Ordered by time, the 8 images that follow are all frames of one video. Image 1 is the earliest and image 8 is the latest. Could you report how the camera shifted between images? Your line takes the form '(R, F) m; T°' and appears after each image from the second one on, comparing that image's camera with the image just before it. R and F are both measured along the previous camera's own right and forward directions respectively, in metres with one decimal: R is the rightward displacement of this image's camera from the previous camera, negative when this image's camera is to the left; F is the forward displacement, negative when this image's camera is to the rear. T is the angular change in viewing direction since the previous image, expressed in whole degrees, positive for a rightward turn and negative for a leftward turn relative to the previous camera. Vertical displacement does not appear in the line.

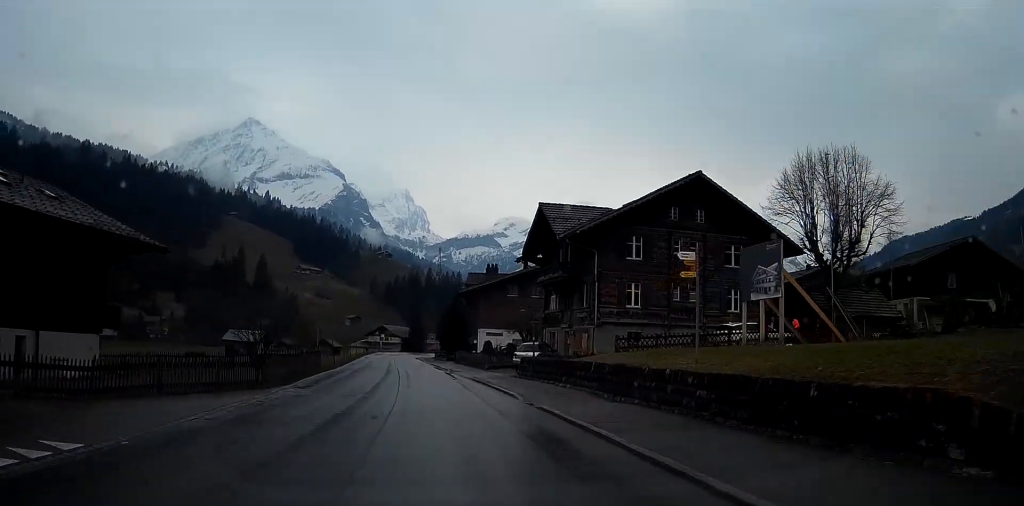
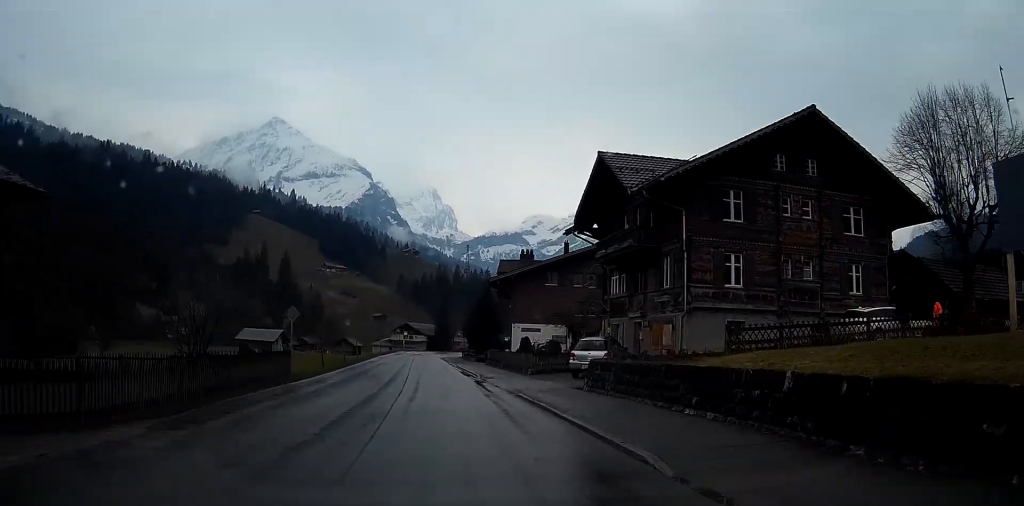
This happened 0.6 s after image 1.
(-0.4, +11.1) m; -2°
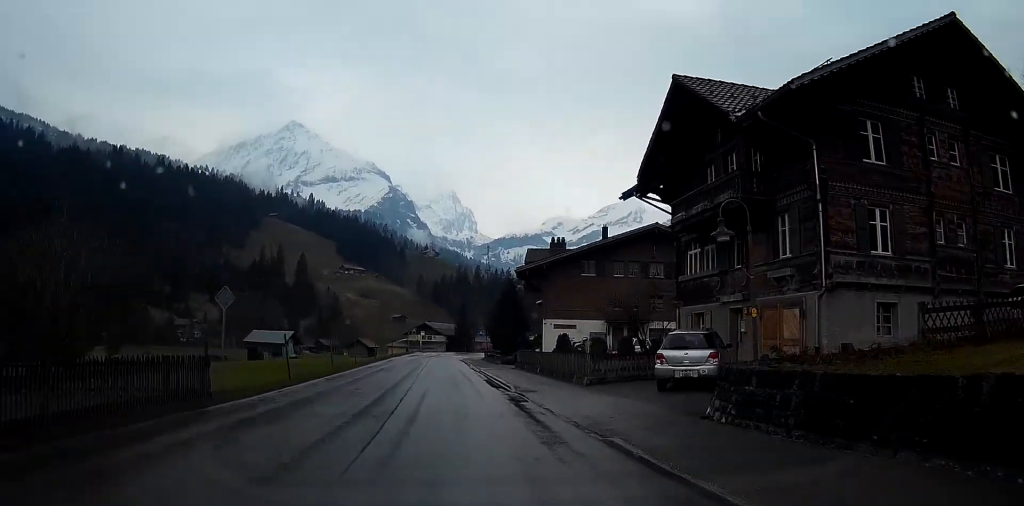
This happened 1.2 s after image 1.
(-0.2, +9.5) m; -1°
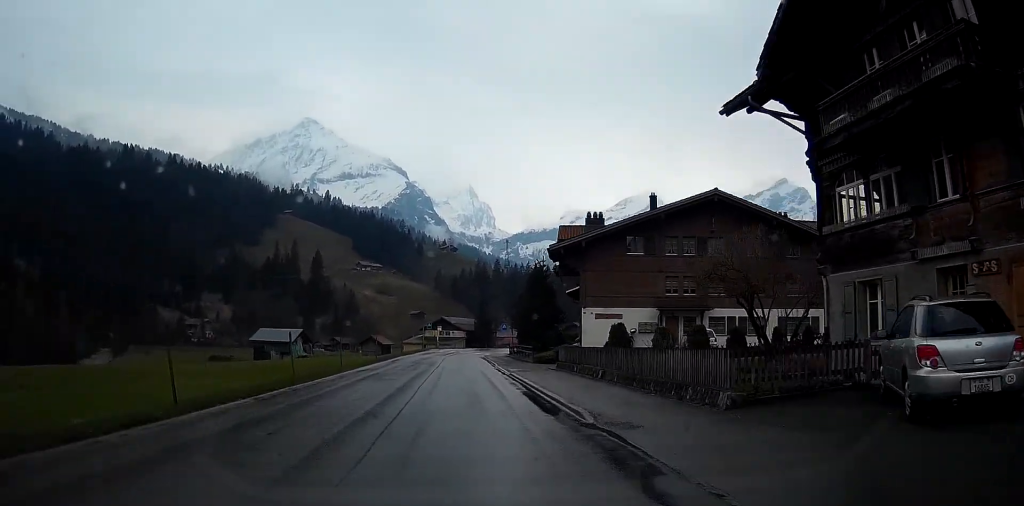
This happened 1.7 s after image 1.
(-0.2, +10.3) m; -1°
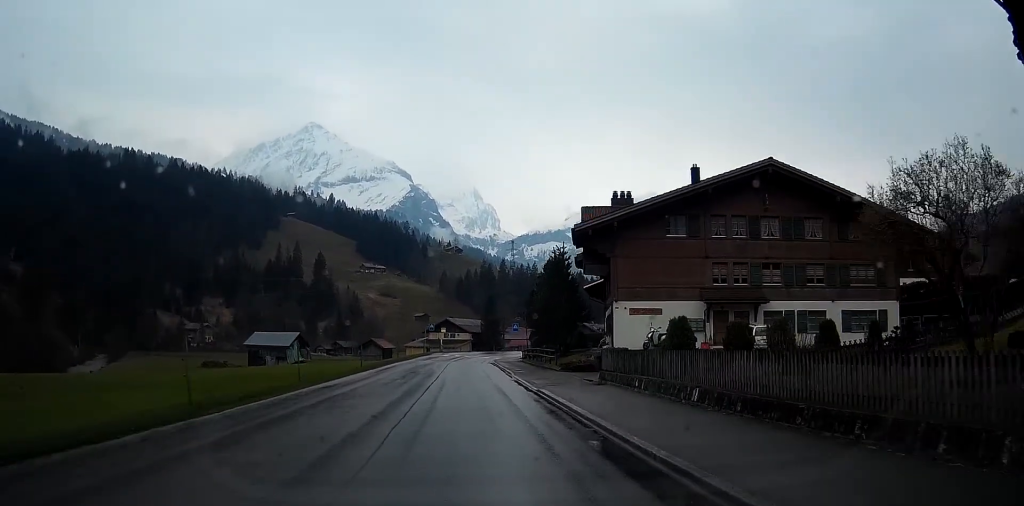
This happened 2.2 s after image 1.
(0.0, +8.6) m; -1°
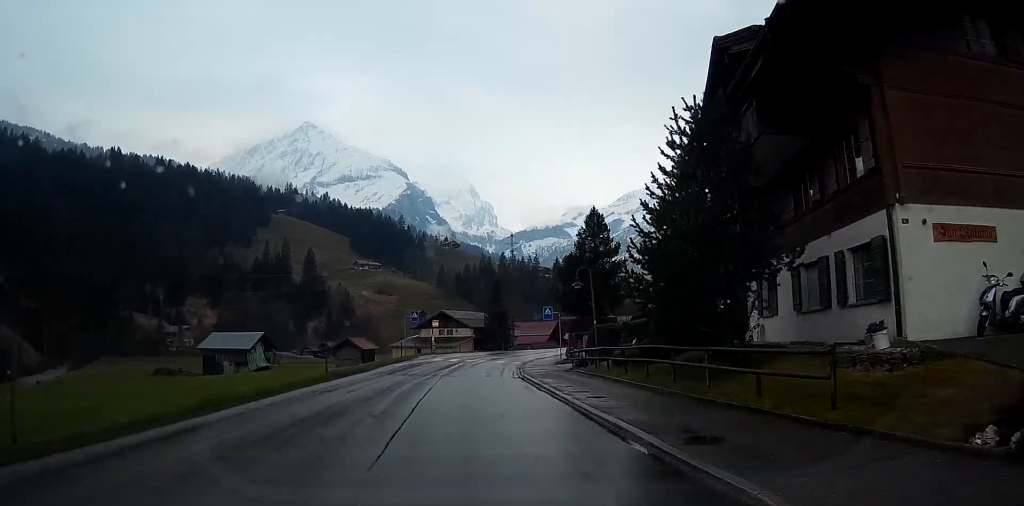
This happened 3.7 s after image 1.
(-0.3, +27.4) m; -1°
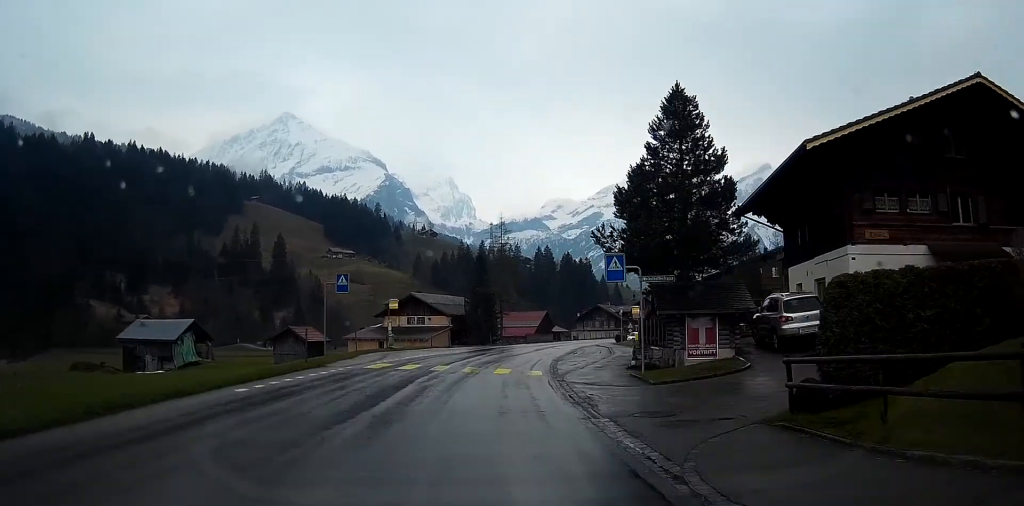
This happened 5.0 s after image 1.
(+0.4, +24.0) m; +3°
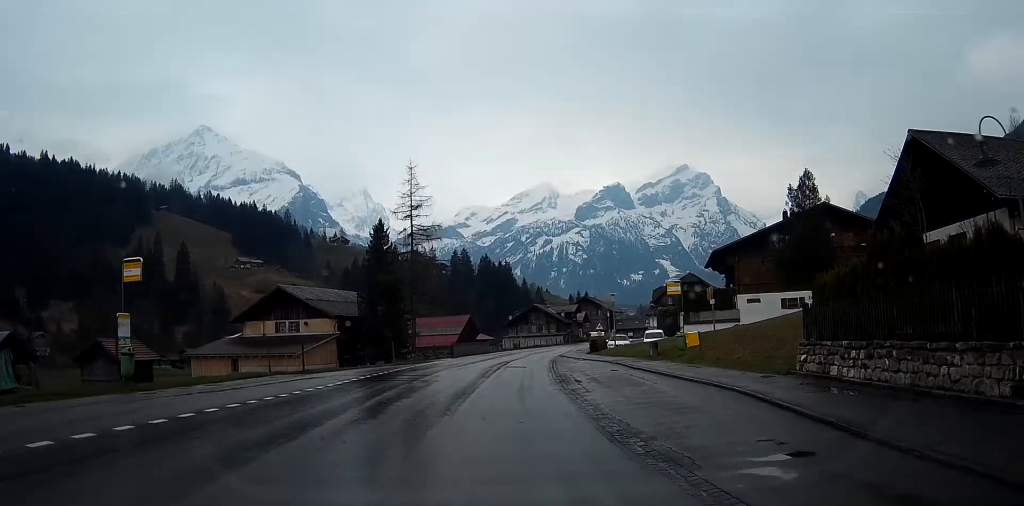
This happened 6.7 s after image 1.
(+1.4, +29.9) m; +5°
